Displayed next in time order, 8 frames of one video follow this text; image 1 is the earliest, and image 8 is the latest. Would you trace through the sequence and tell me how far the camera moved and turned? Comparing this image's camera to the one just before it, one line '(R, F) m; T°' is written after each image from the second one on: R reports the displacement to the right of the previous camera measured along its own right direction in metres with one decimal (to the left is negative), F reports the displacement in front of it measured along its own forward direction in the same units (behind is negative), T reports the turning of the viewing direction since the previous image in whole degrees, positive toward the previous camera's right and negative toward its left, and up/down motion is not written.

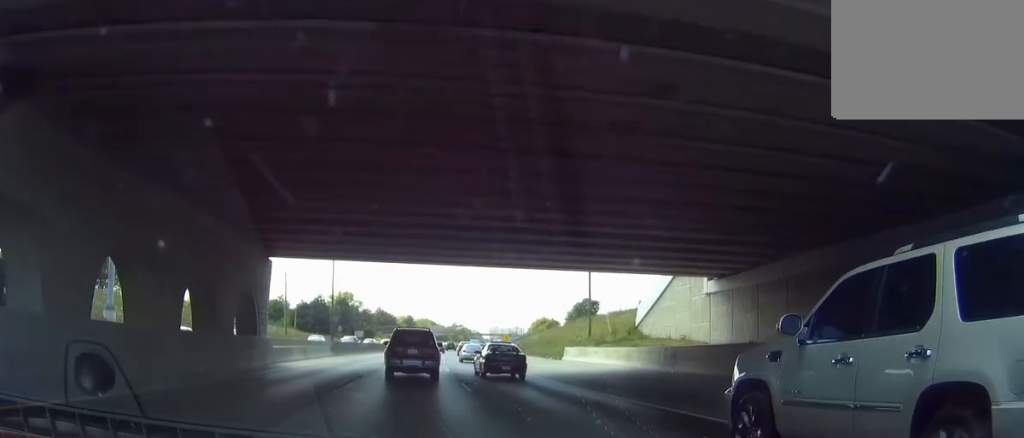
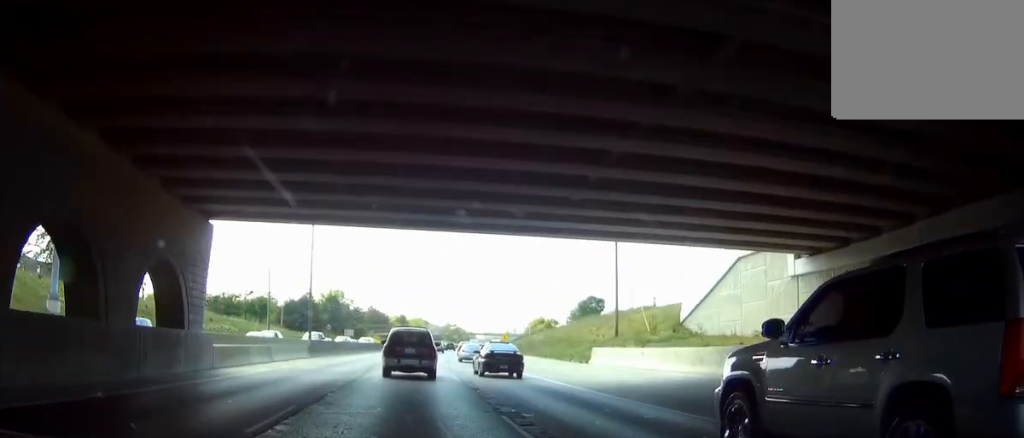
(0.0, +10.8) m; 0°
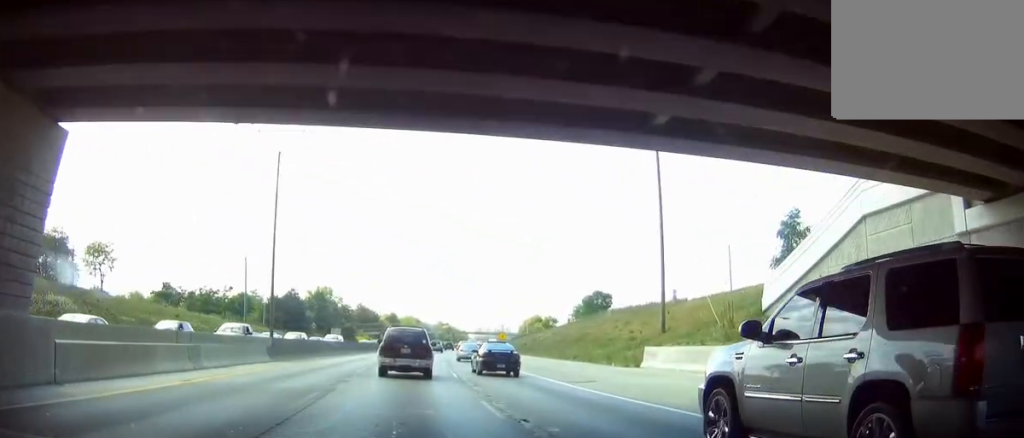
(-0.1, +11.6) m; 0°
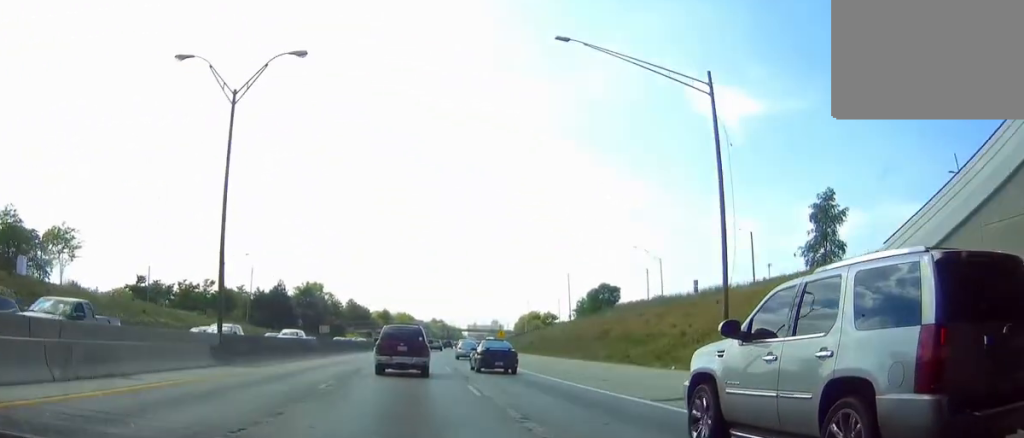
(0.0, +9.6) m; 0°
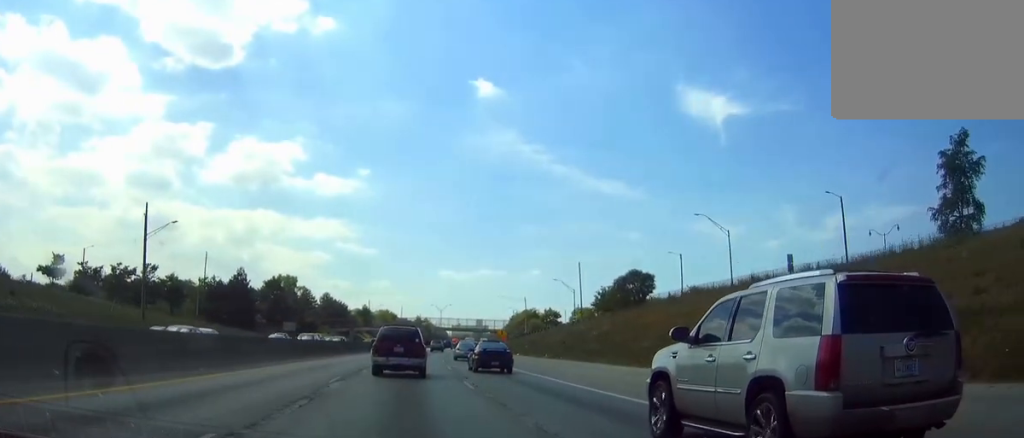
(+0.4, +26.3) m; +3°
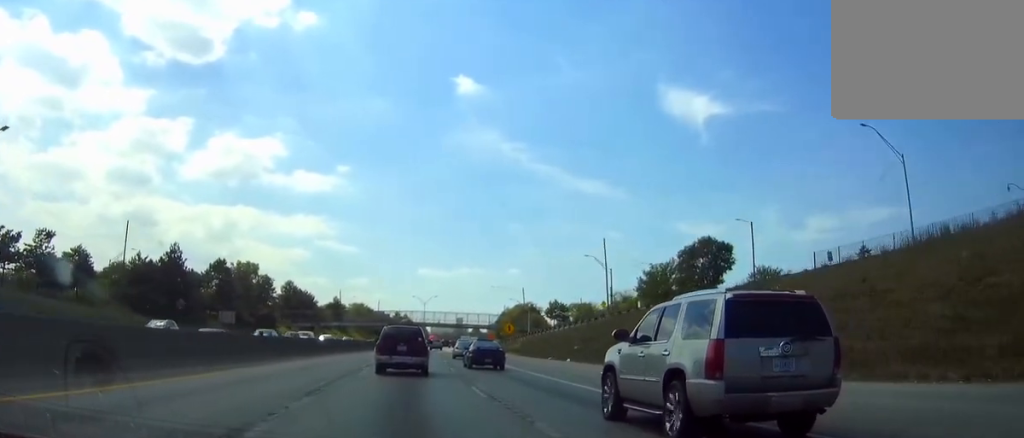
(+1.1, +33.5) m; +3°
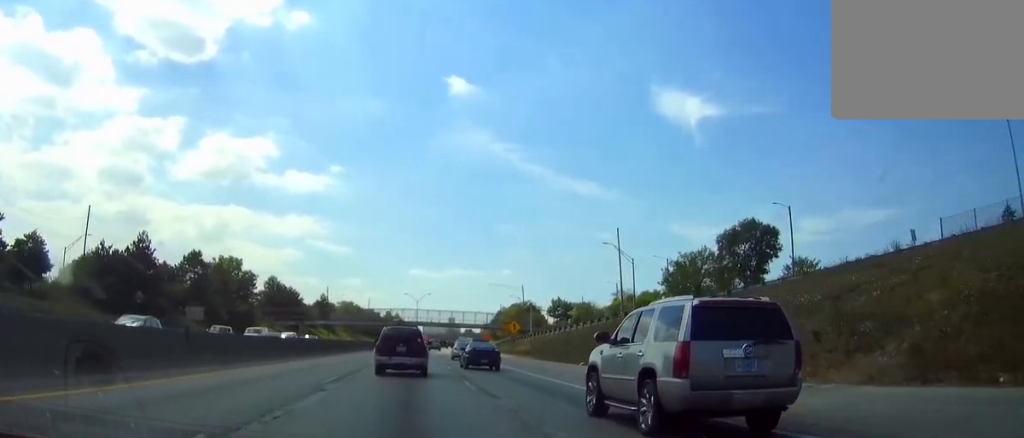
(0.0, +12.1) m; +1°
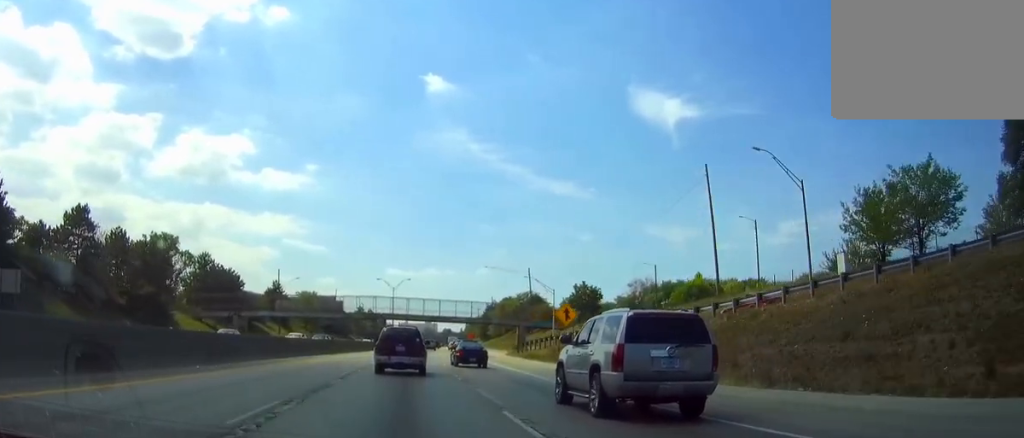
(+1.1, +40.6) m; +3°
